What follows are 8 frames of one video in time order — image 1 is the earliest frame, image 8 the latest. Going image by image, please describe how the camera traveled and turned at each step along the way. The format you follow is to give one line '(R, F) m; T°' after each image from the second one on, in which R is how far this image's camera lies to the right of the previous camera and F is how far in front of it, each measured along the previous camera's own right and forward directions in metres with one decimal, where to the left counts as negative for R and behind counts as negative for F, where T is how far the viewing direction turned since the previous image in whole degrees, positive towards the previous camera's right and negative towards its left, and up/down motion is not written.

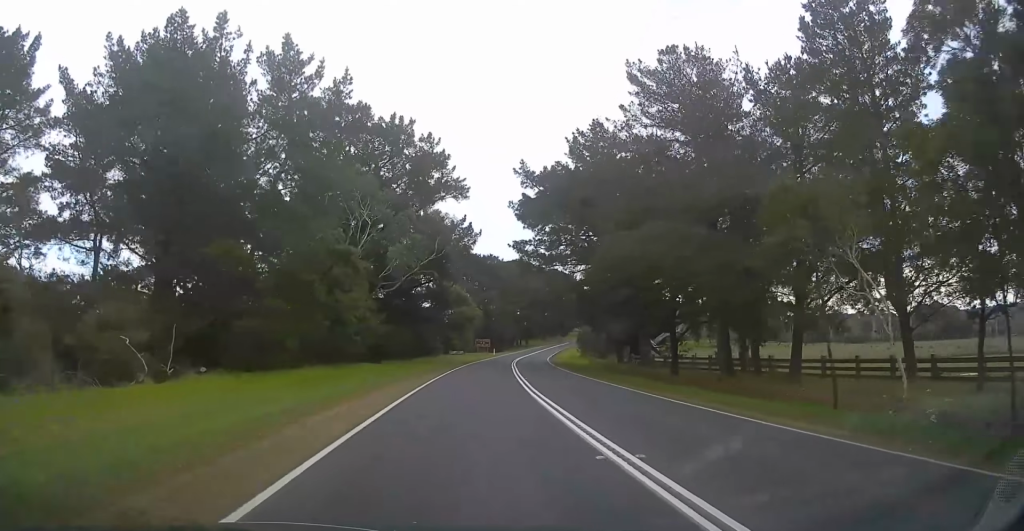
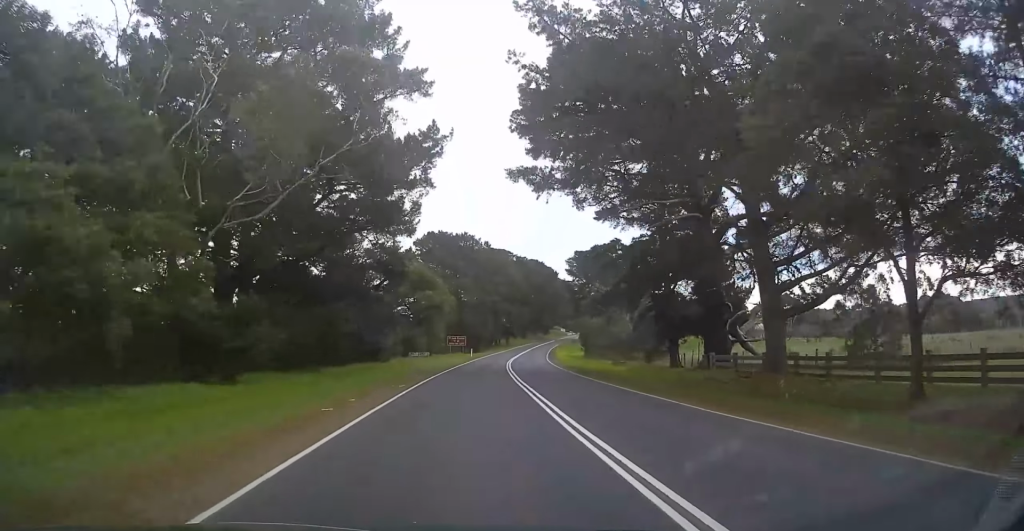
(+0.3, +24.5) m; +1°
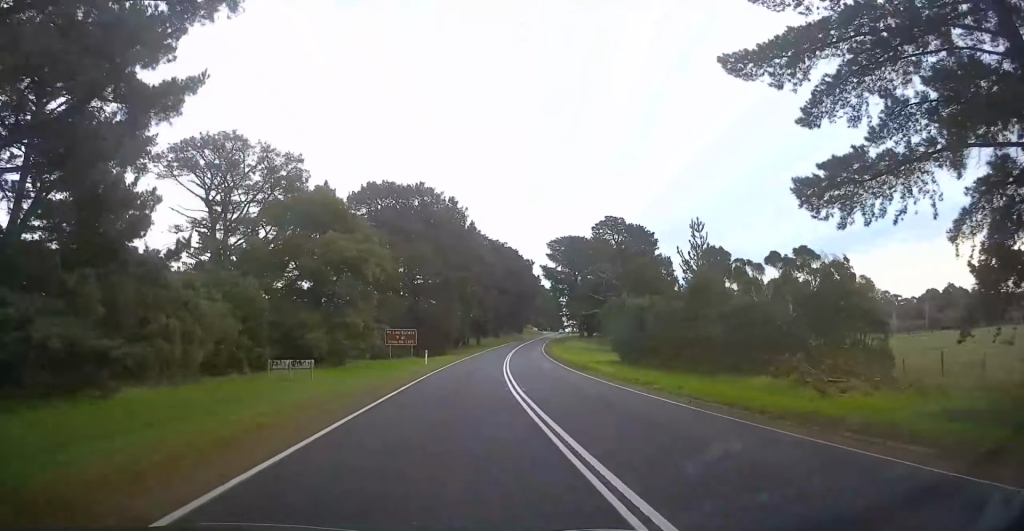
(+0.6, +33.7) m; +3°
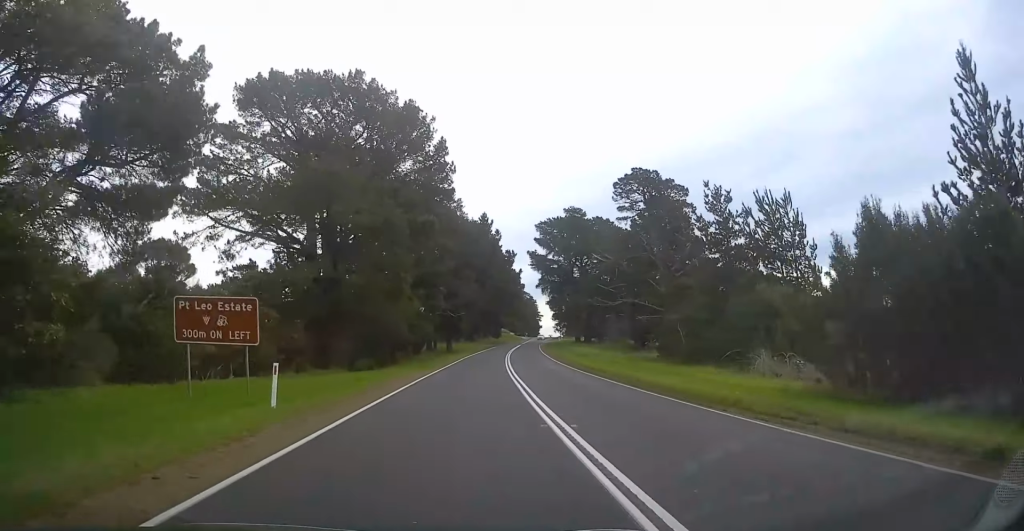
(+1.1, +32.6) m; +3°
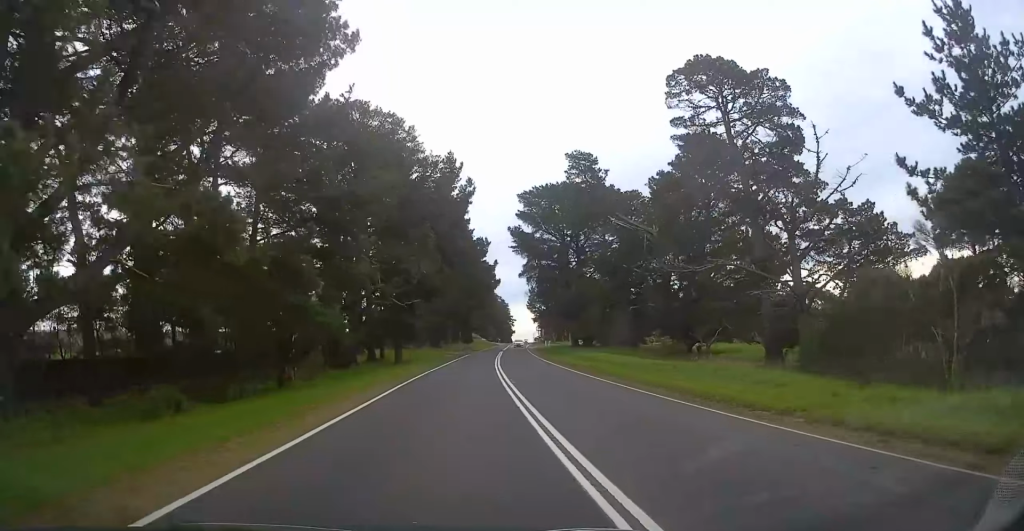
(+0.9, +30.4) m; +3°
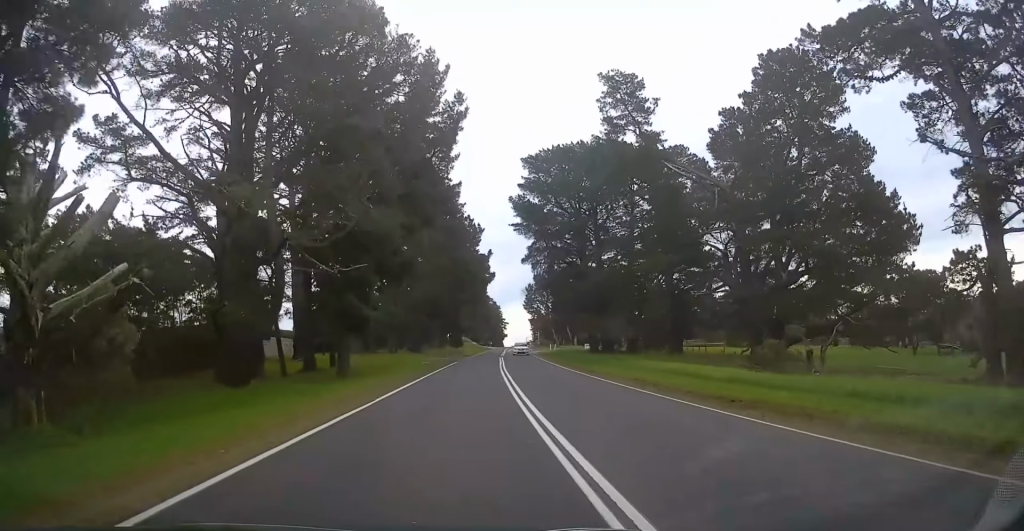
(+0.3, +22.2) m; +2°
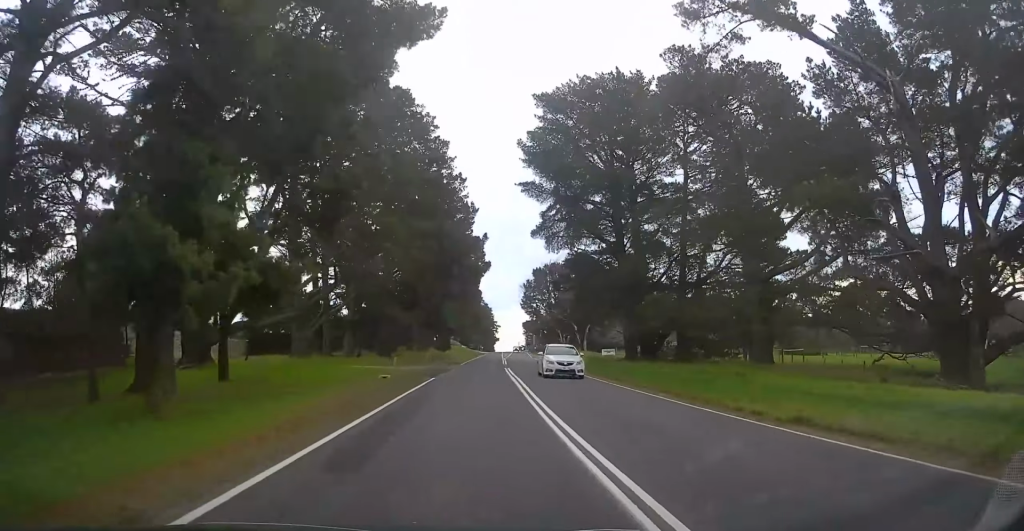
(+0.3, +22.2) m; +1°
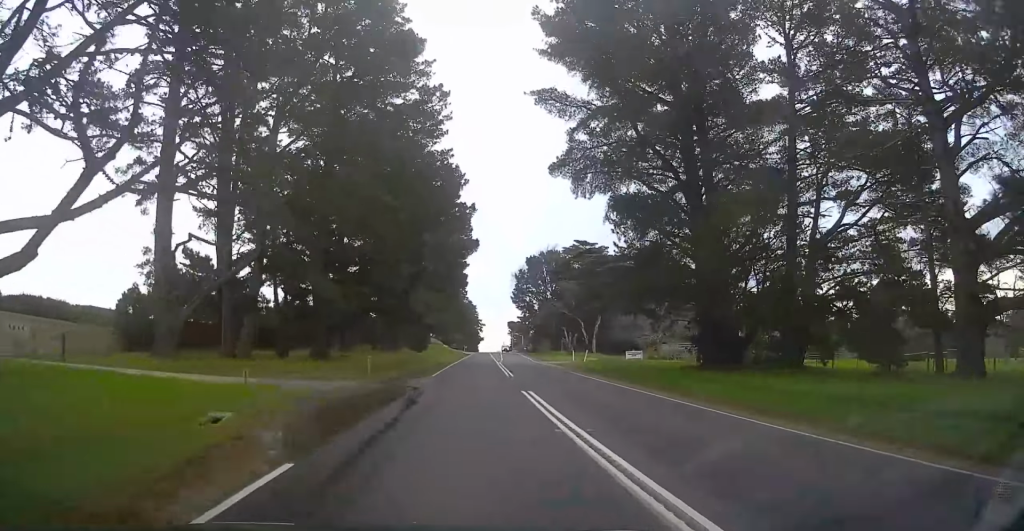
(0.0, +21.3) m; +1°
